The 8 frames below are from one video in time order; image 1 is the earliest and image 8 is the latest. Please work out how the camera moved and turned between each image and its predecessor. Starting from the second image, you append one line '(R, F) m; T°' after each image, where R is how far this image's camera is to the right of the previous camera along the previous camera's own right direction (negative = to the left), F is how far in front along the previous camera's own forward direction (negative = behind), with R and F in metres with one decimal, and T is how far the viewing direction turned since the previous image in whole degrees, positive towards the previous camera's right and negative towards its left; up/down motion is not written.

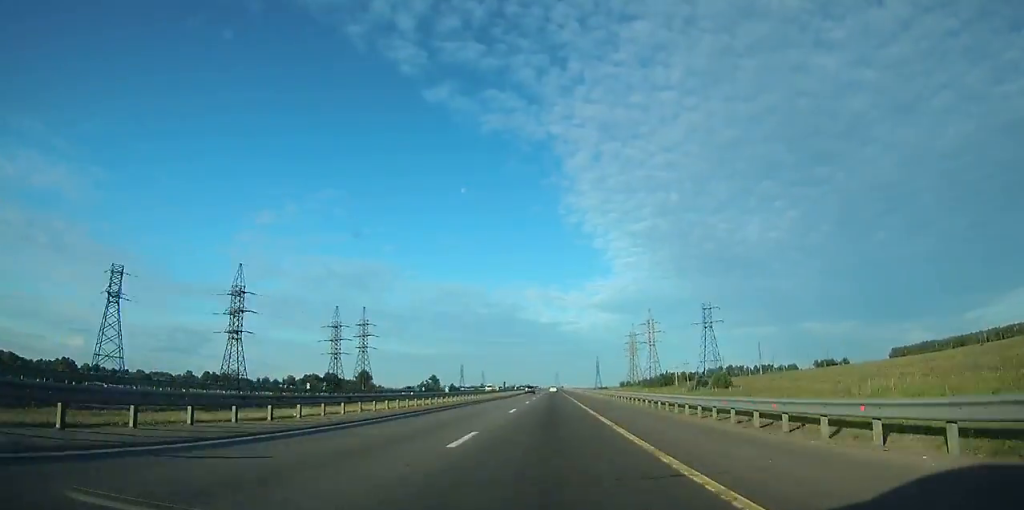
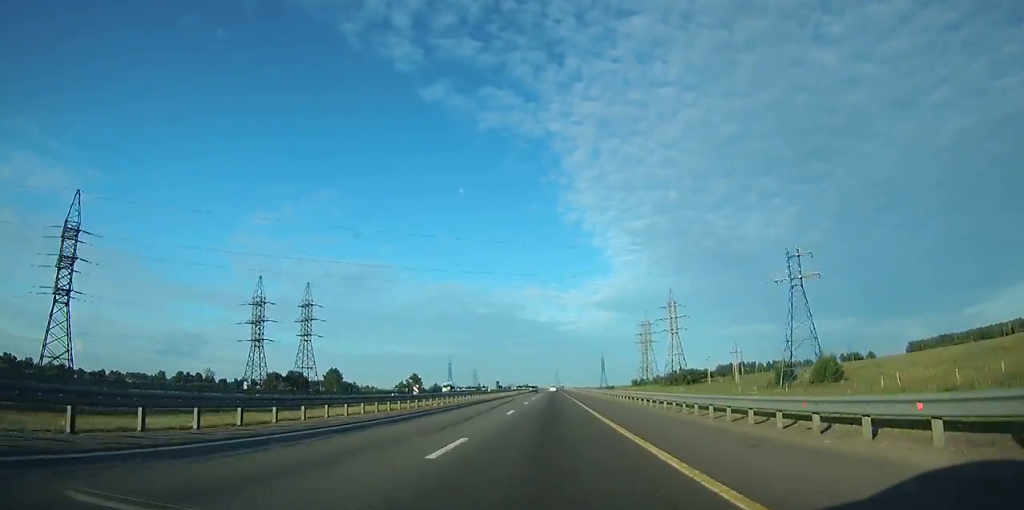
(+0.3, +51.0) m; 0°
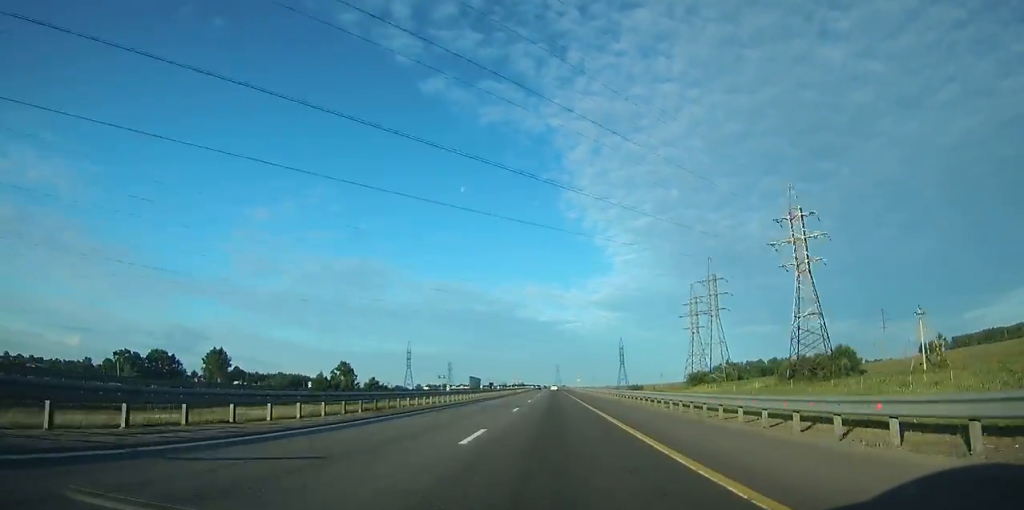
(+0.2, +109.3) m; 0°
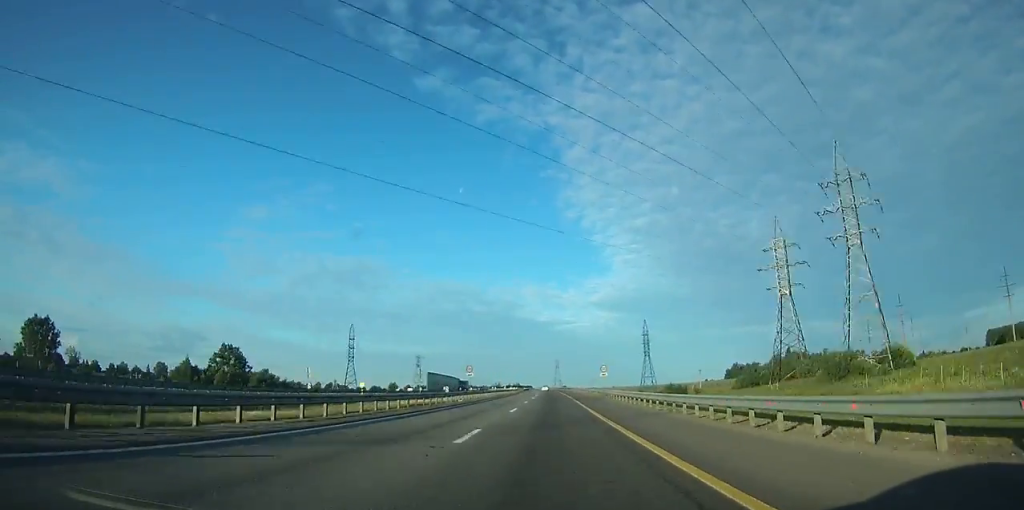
(0.0, +75.9) m; 0°
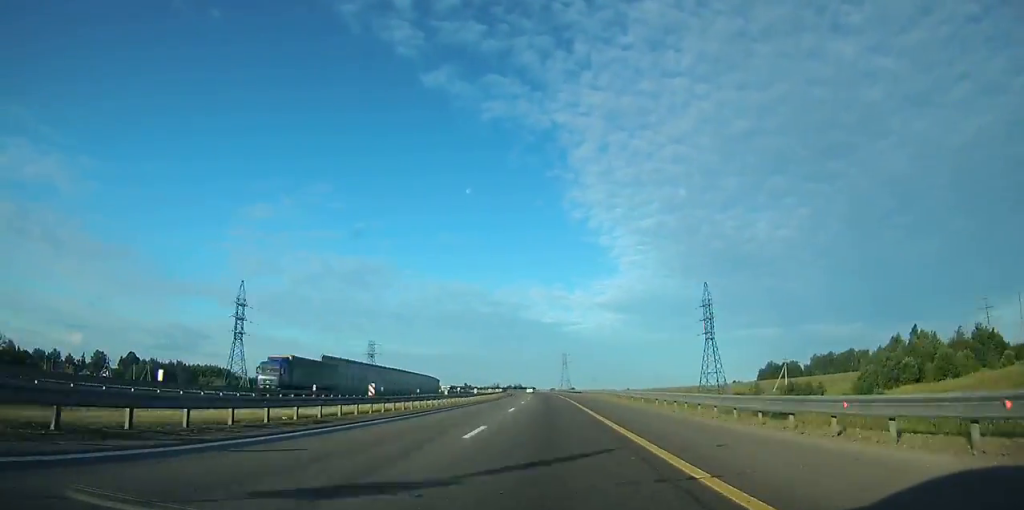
(-0.2, +75.6) m; -1°
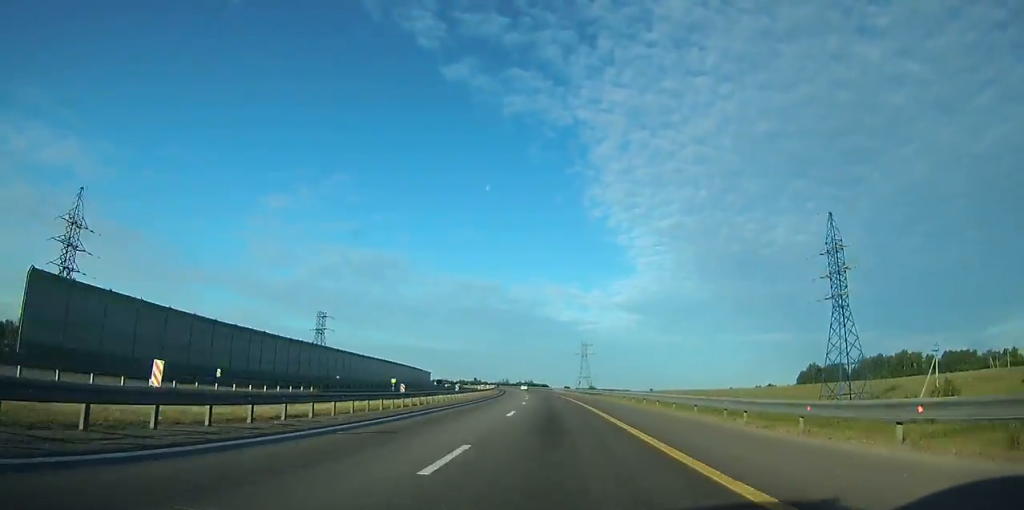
(0.0, +52.2) m; -1°
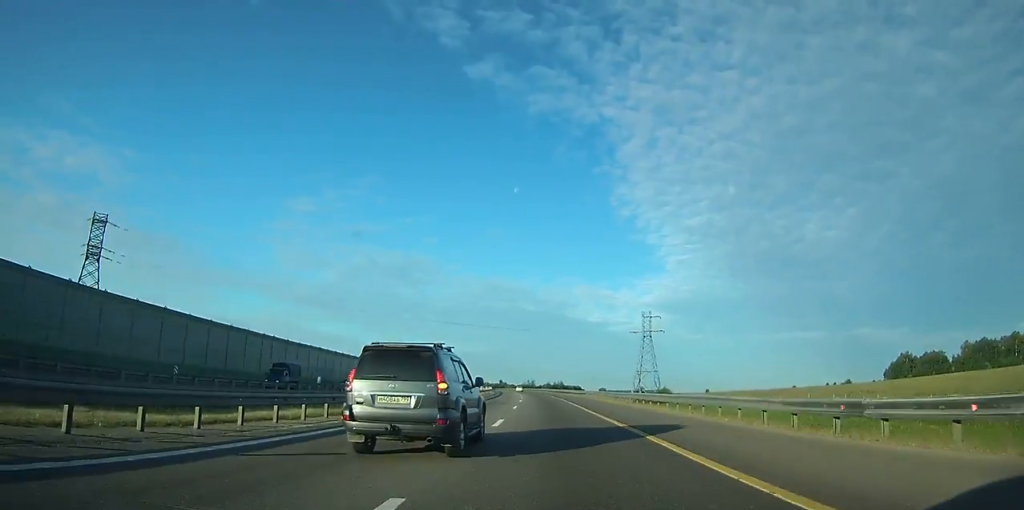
(-1.6, +81.2) m; -3°
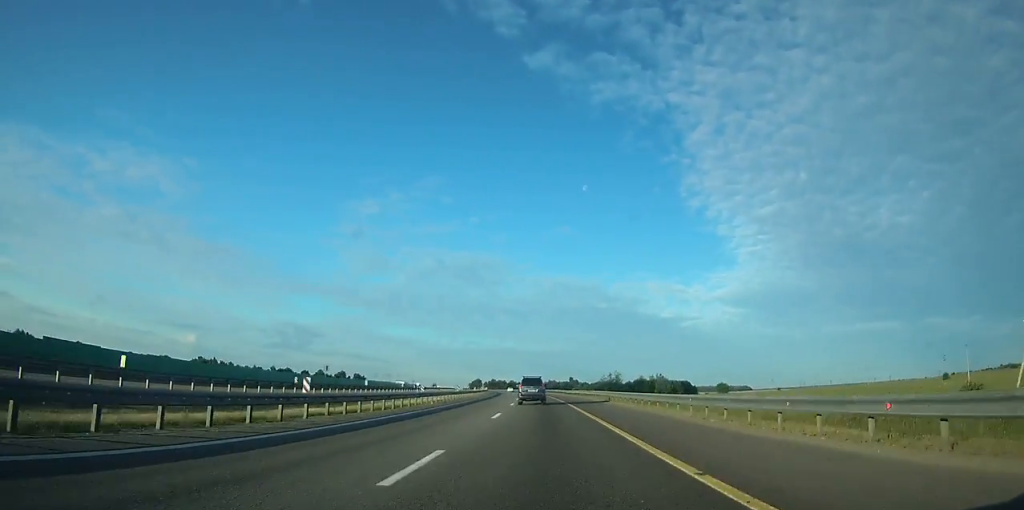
(-11.7, +184.4) m; -8°
